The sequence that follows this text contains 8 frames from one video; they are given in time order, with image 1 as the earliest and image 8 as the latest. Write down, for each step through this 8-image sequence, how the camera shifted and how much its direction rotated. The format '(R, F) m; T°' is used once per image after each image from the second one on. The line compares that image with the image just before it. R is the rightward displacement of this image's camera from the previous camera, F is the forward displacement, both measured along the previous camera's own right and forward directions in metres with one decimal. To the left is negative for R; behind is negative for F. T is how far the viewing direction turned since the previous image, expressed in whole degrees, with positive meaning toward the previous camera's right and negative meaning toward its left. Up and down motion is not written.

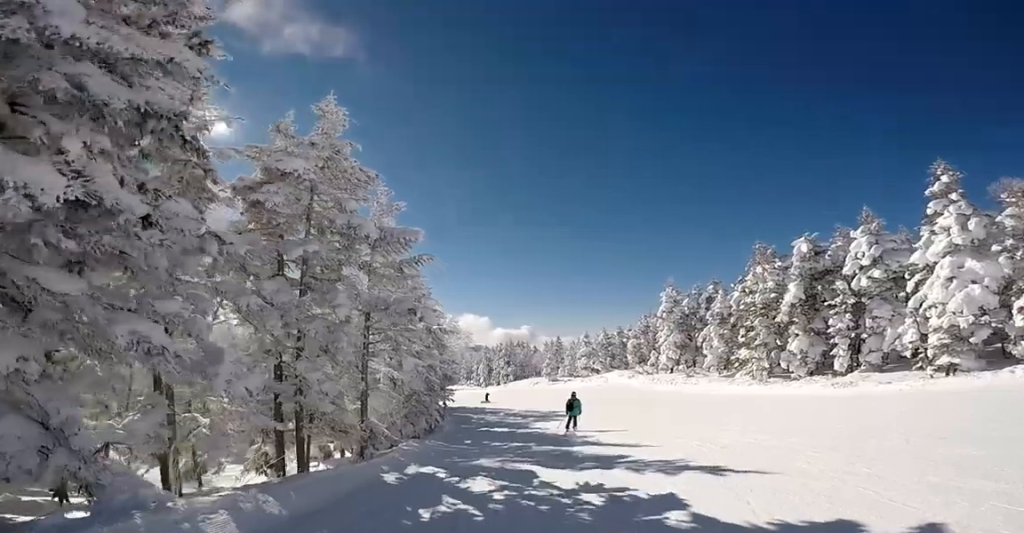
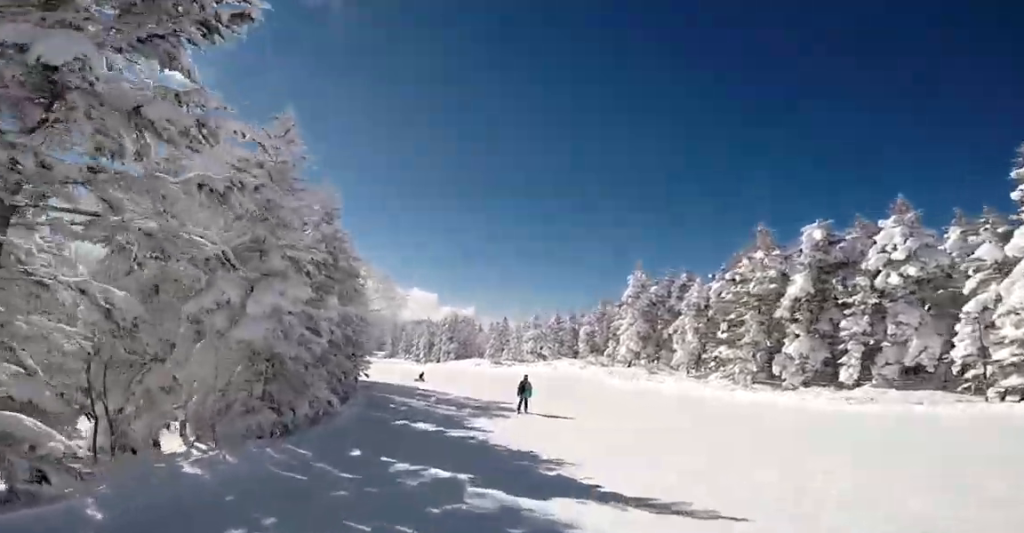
(+0.7, +6.5) m; +6°
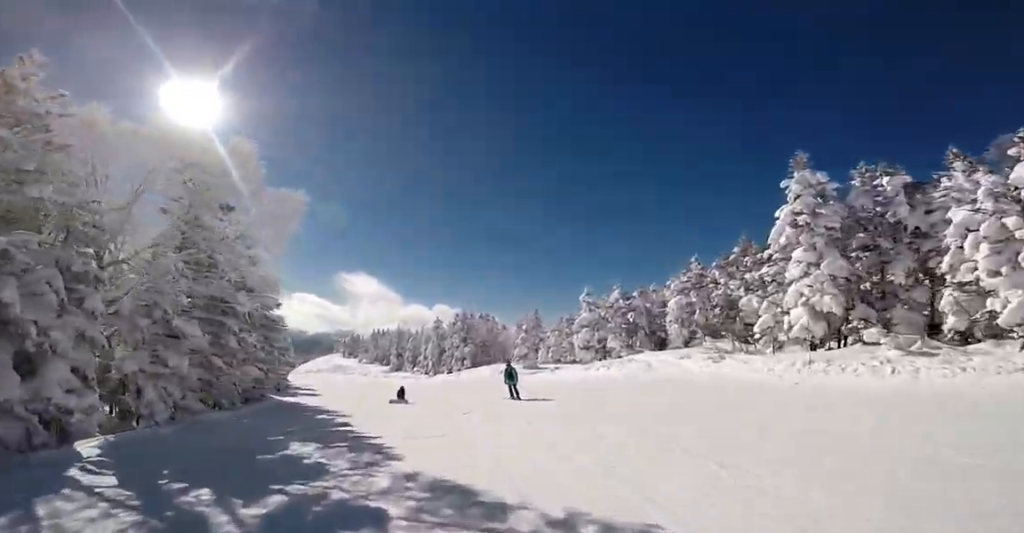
(-1.6, +17.6) m; -13°
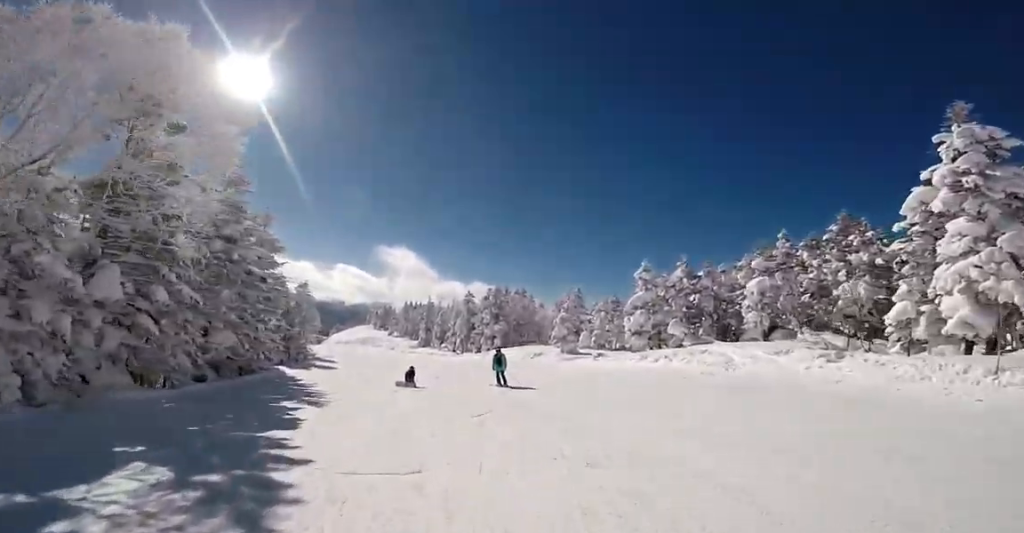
(-0.2, +4.3) m; -3°
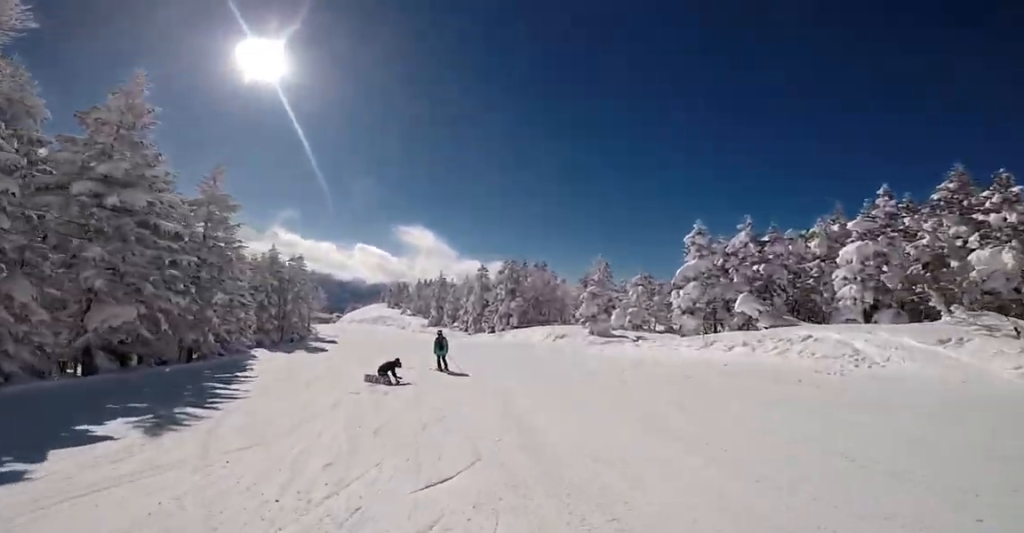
(-0.2, +5.5) m; -3°
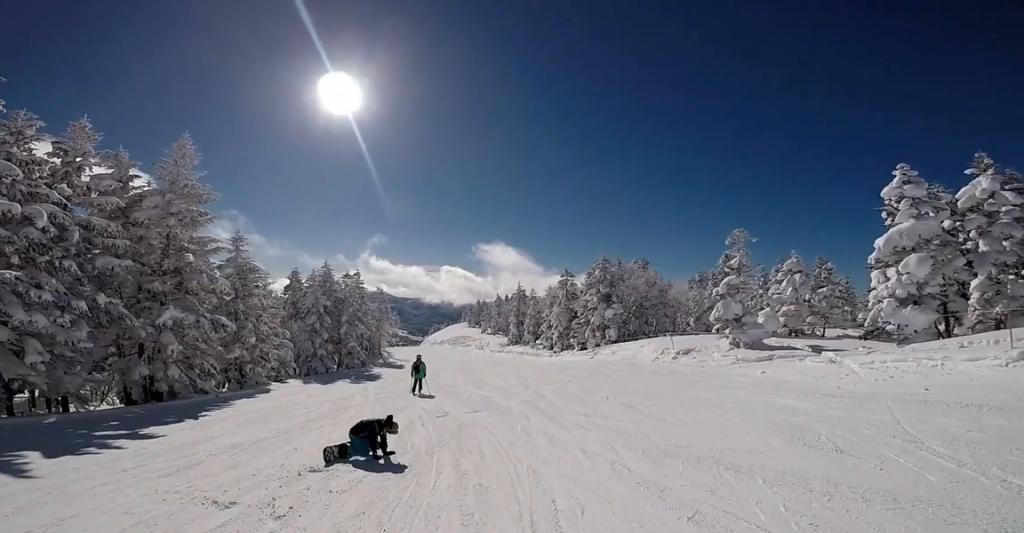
(-0.3, +7.7) m; -3°
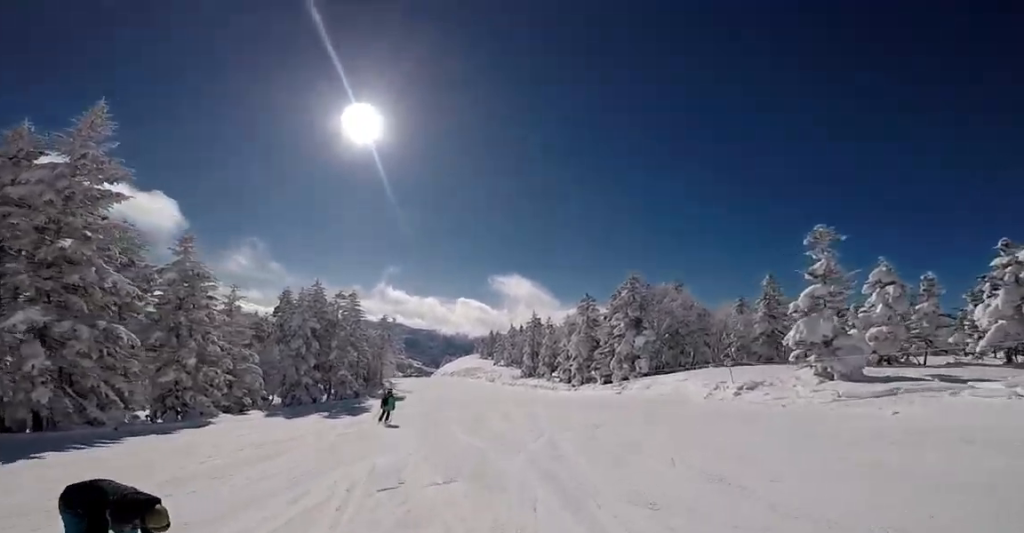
(+0.3, +4.8) m; -4°
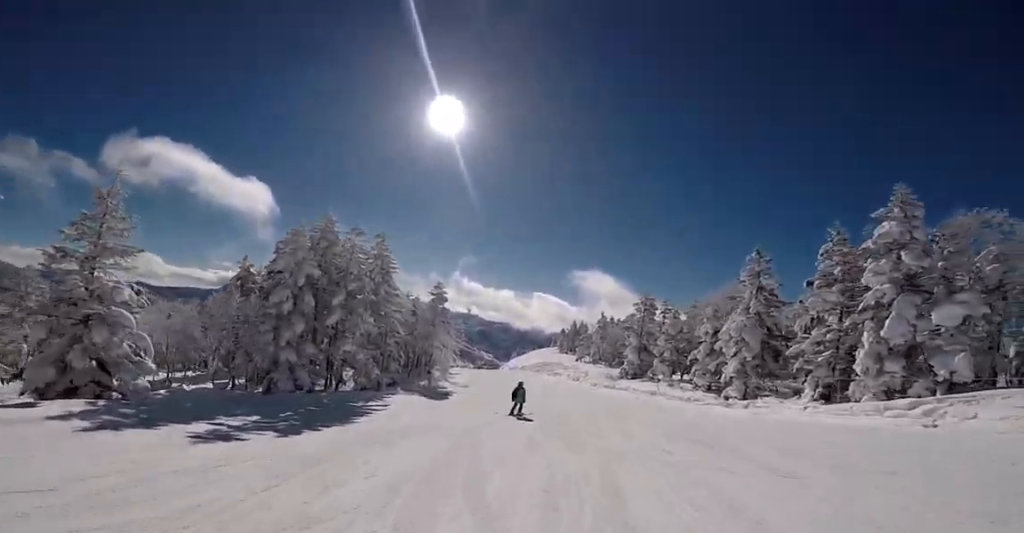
(-3.0, +13.6) m; -19°
